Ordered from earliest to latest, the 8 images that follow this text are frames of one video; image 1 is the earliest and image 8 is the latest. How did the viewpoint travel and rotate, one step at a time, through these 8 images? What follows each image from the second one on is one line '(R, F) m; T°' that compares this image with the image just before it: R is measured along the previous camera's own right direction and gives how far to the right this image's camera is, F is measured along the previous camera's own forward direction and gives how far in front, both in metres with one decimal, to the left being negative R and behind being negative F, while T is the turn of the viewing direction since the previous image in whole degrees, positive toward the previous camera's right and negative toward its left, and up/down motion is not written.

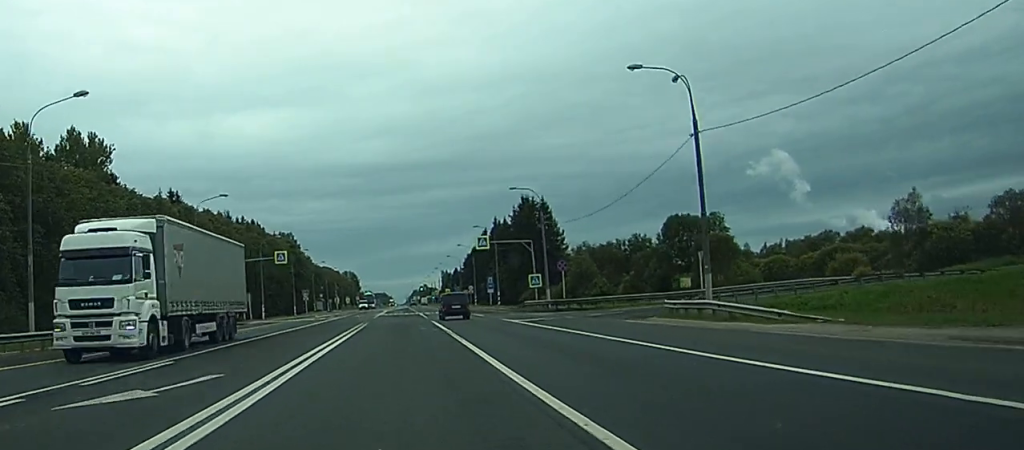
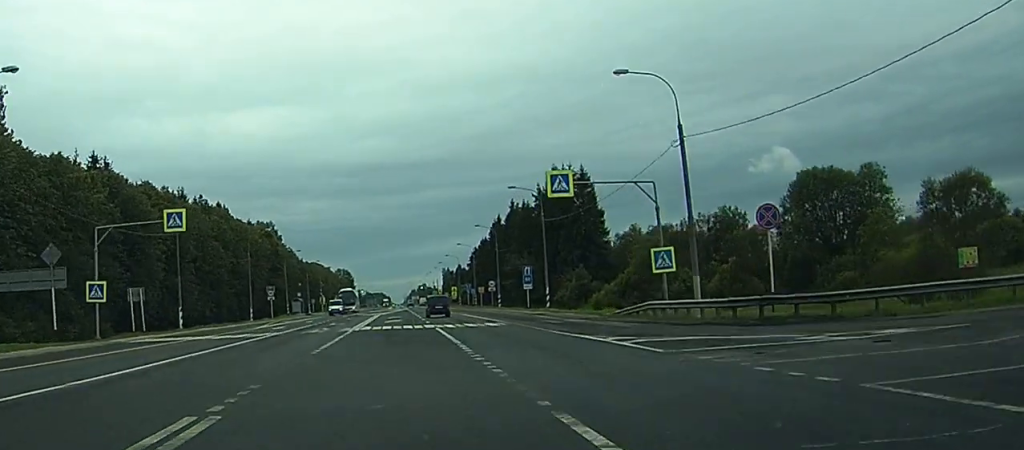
(-0.1, +41.4) m; 0°
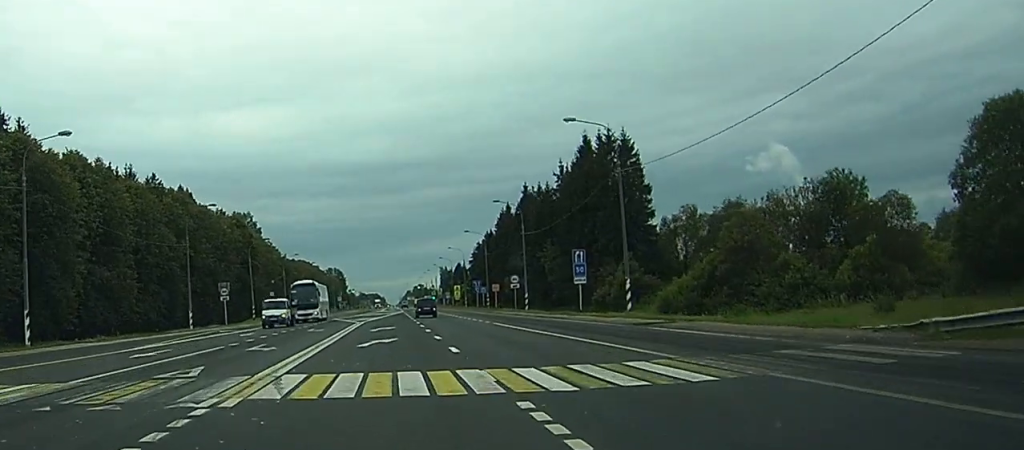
(+0.1, +29.1) m; 0°
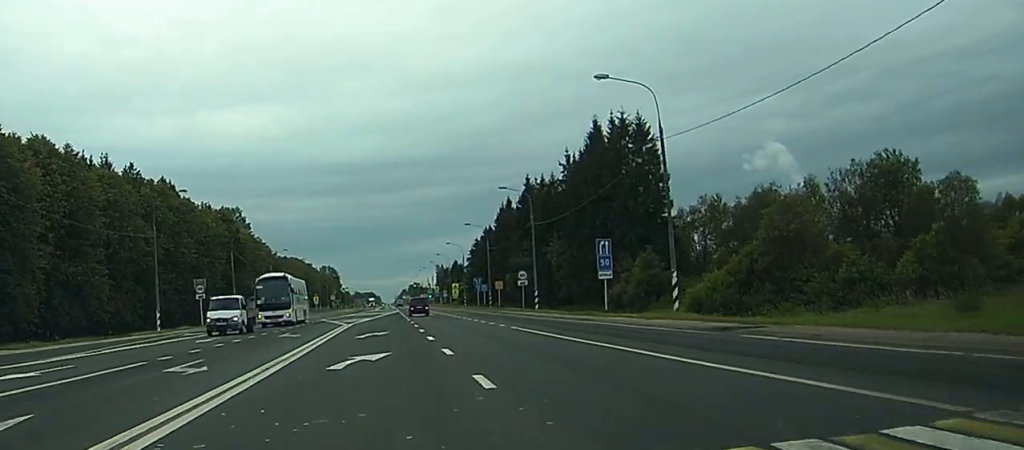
(0.0, +9.3) m; 0°
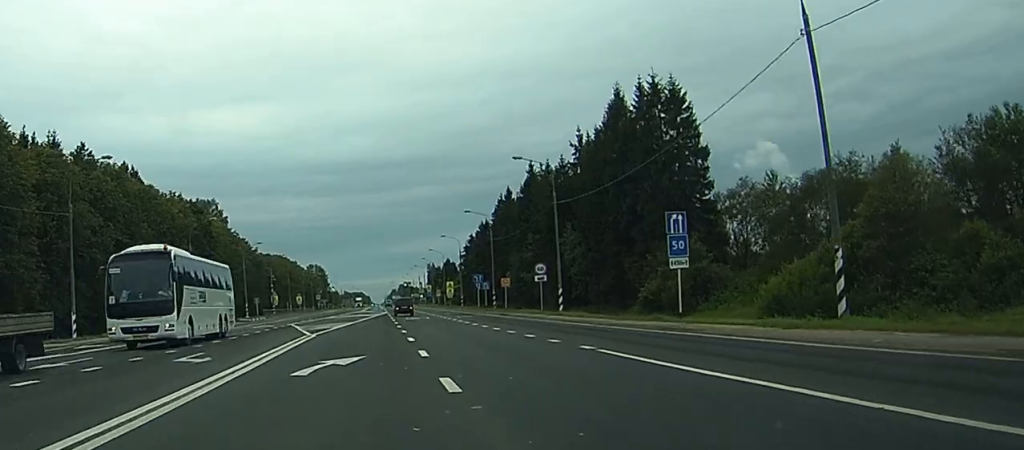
(0.0, +16.4) m; 0°
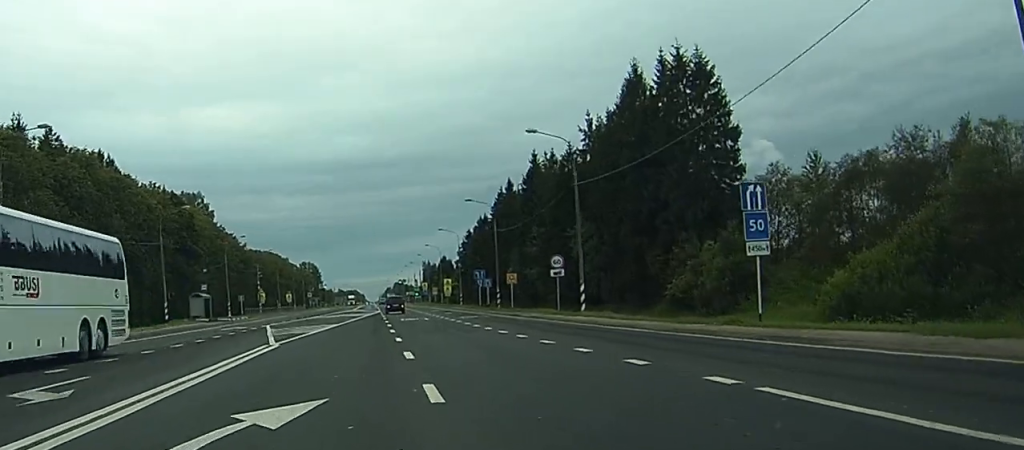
(0.0, +9.3) m; 0°
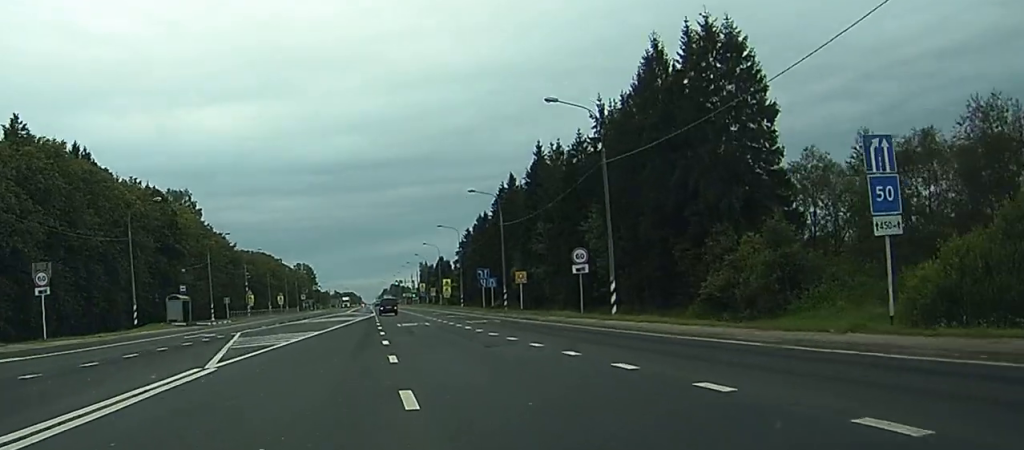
(0.0, +8.5) m; 0°
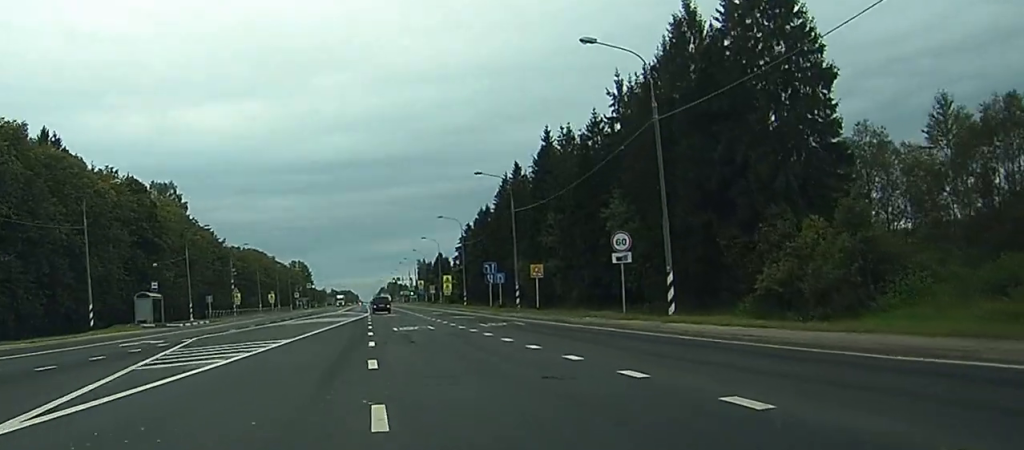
(0.0, +9.9) m; +1°
